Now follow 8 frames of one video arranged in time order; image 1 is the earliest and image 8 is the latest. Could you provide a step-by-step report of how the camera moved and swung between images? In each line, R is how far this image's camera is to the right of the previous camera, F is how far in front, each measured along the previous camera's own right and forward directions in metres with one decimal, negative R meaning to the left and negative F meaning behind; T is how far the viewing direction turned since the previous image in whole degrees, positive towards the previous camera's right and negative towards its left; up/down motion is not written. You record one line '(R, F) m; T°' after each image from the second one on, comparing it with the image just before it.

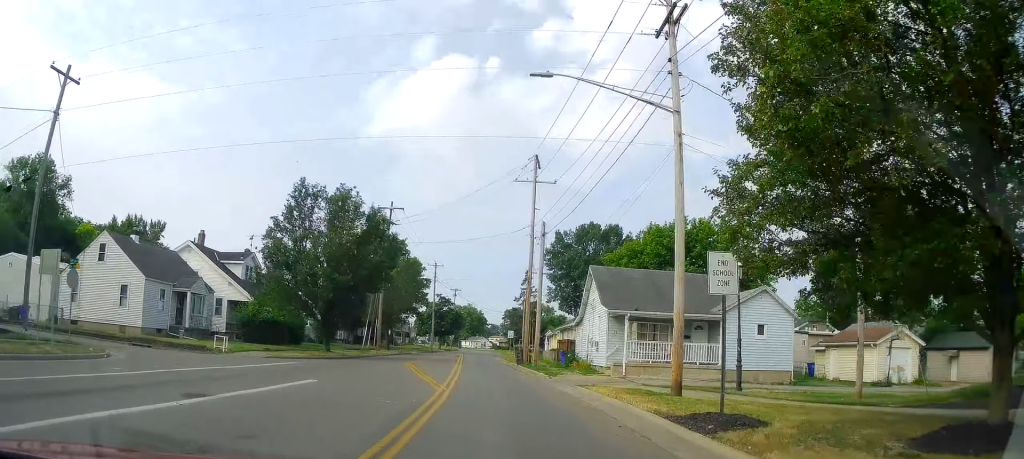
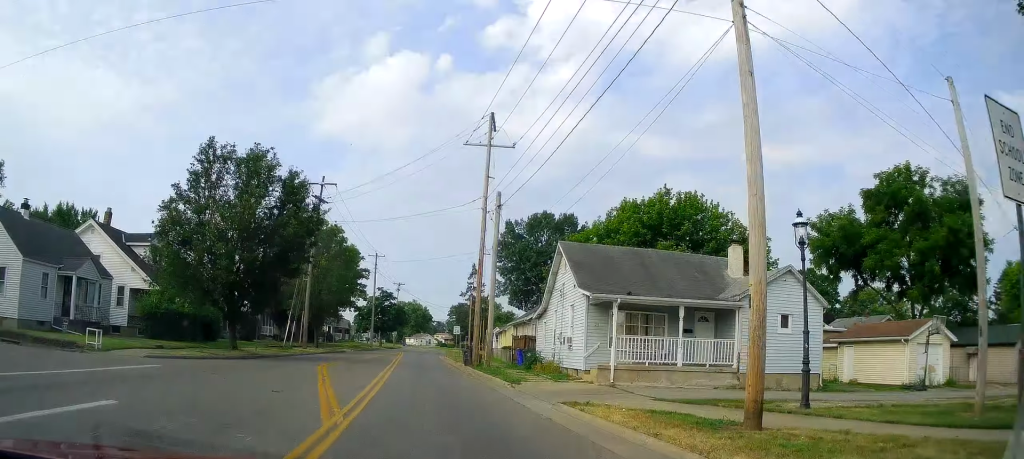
(-0.4, +8.0) m; +3°
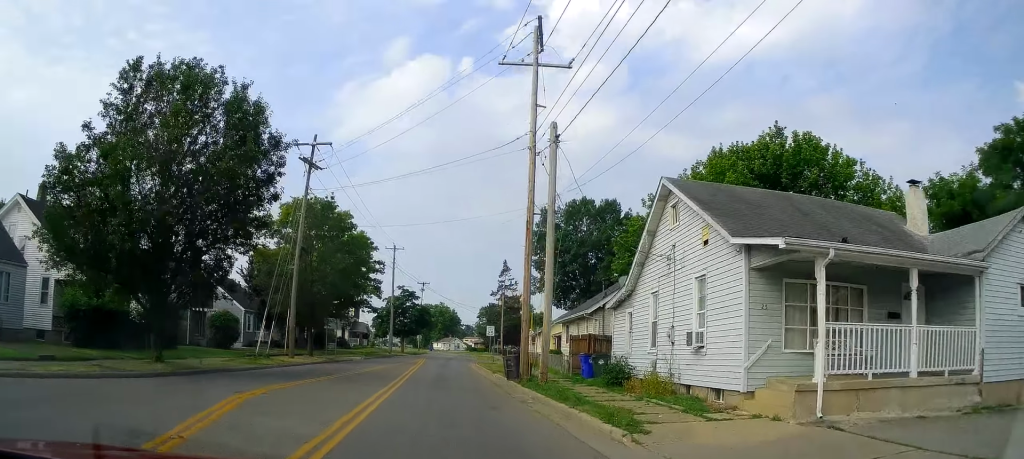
(+1.0, +11.2) m; +3°
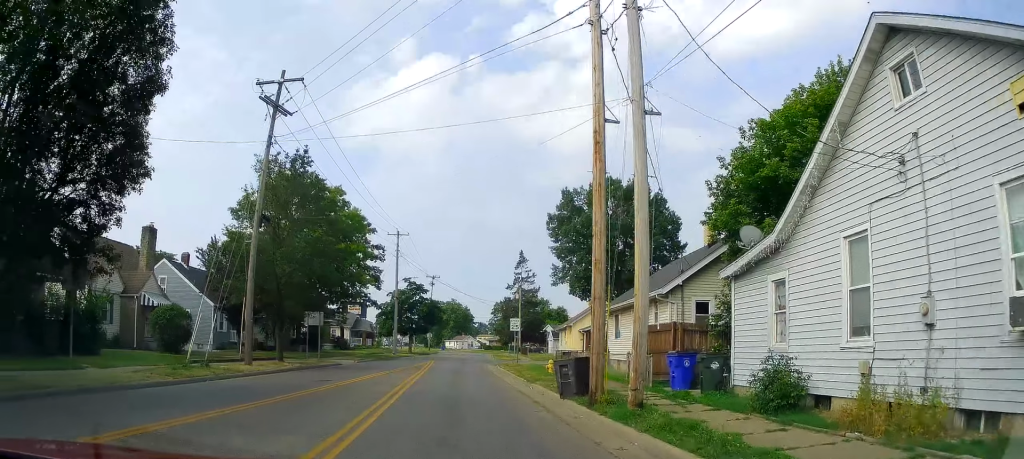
(-0.3, +9.5) m; -1°
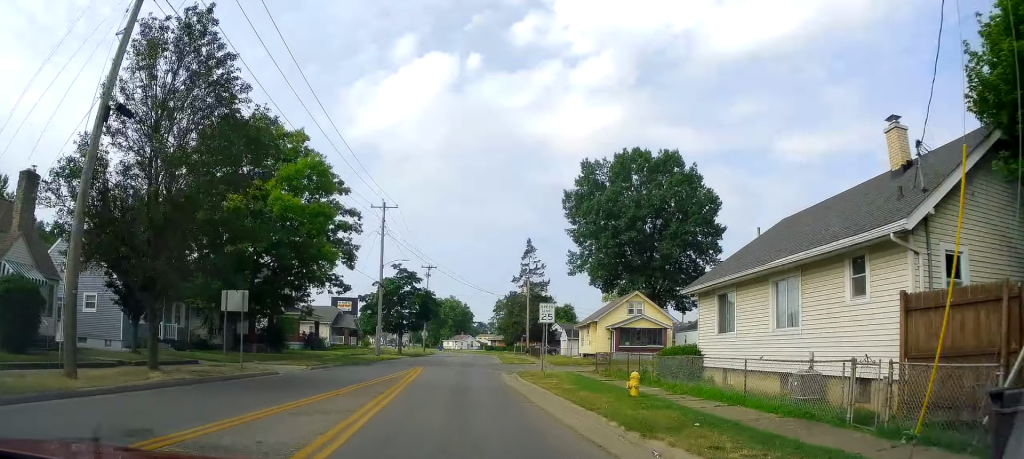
(+0.4, +12.9) m; +2°
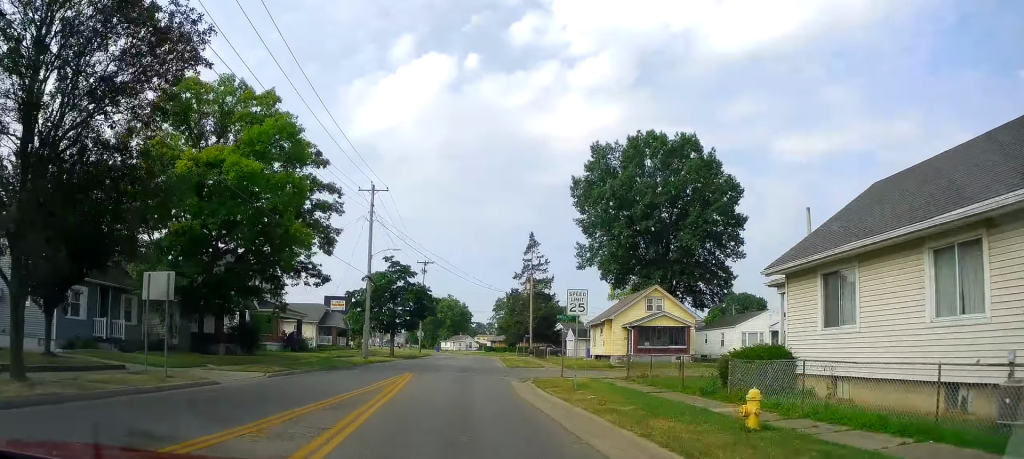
(+0.2, +6.1) m; +1°
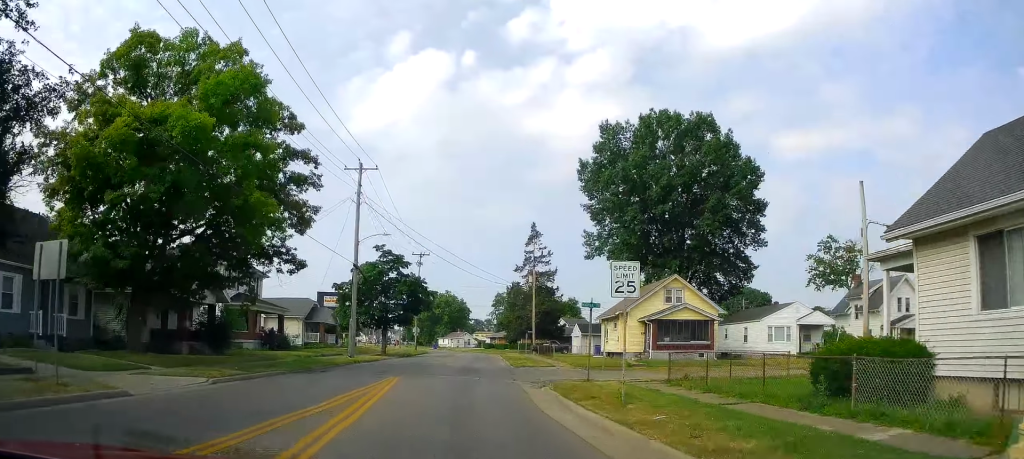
(-0.4, +5.3) m; +2°
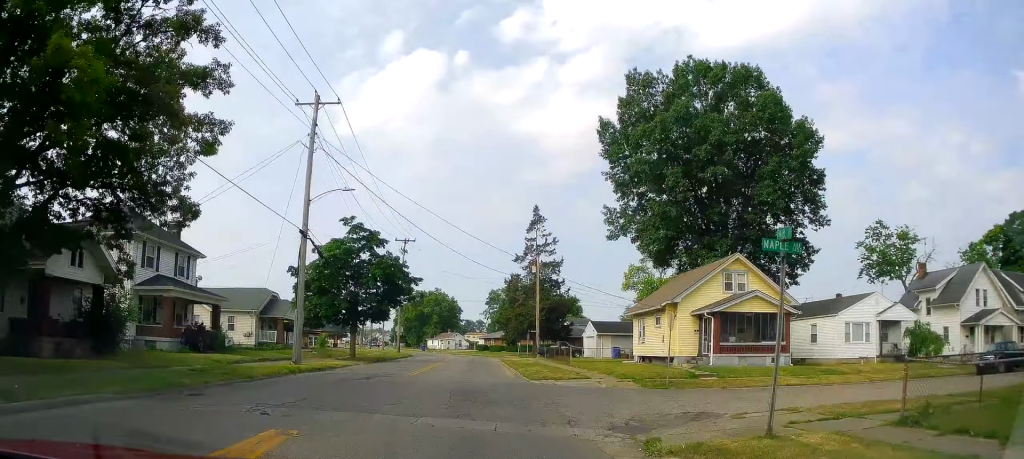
(+0.7, +12.0) m; +3°
